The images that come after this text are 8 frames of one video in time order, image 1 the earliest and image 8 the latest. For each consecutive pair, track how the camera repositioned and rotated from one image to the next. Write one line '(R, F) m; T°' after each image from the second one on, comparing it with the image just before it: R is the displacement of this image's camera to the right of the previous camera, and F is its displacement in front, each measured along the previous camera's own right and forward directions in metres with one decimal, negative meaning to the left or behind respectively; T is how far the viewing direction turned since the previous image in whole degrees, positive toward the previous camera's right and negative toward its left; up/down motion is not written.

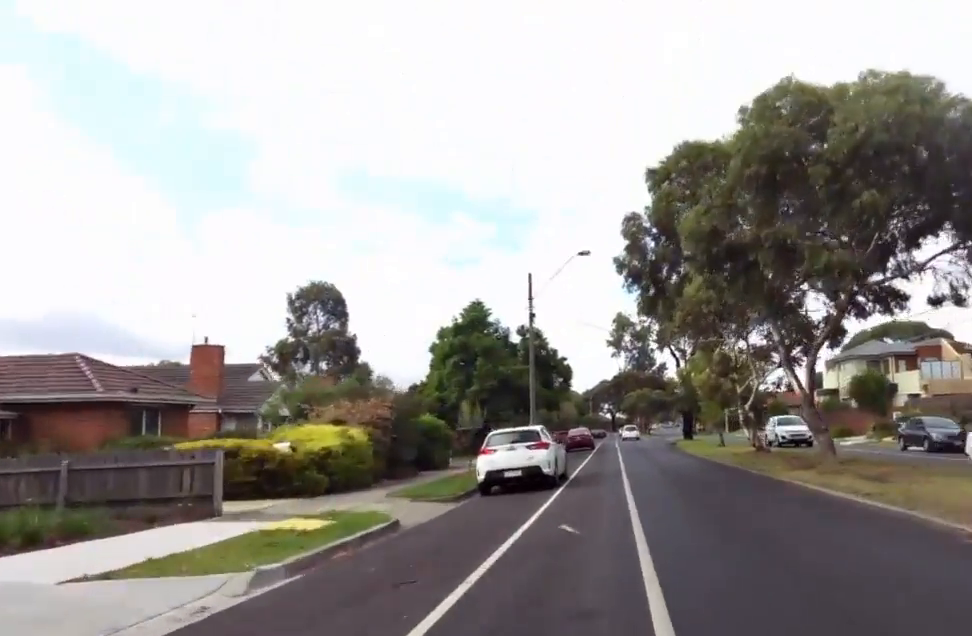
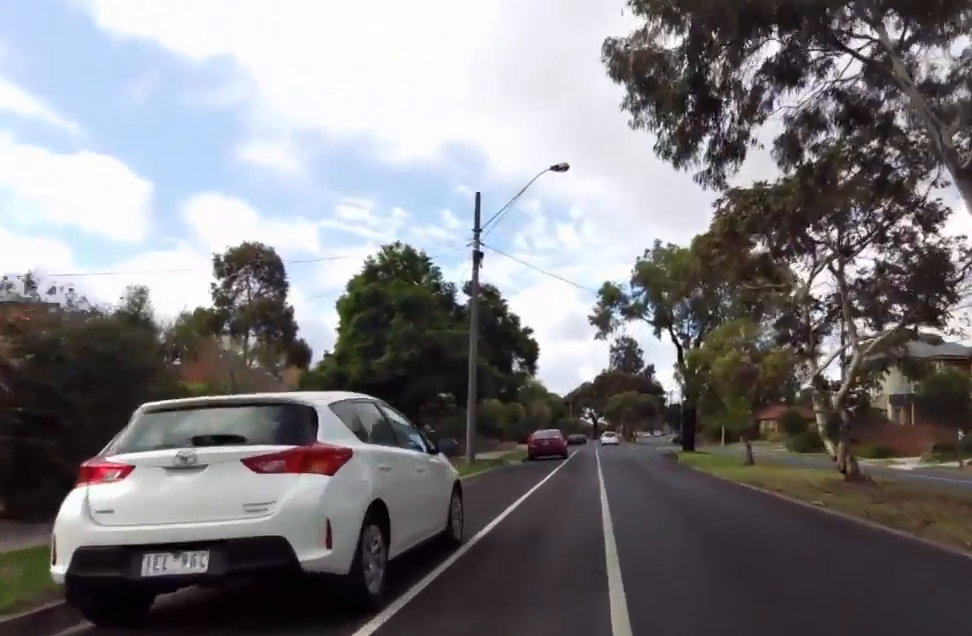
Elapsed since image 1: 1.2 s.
(+0.4, +12.5) m; +1°
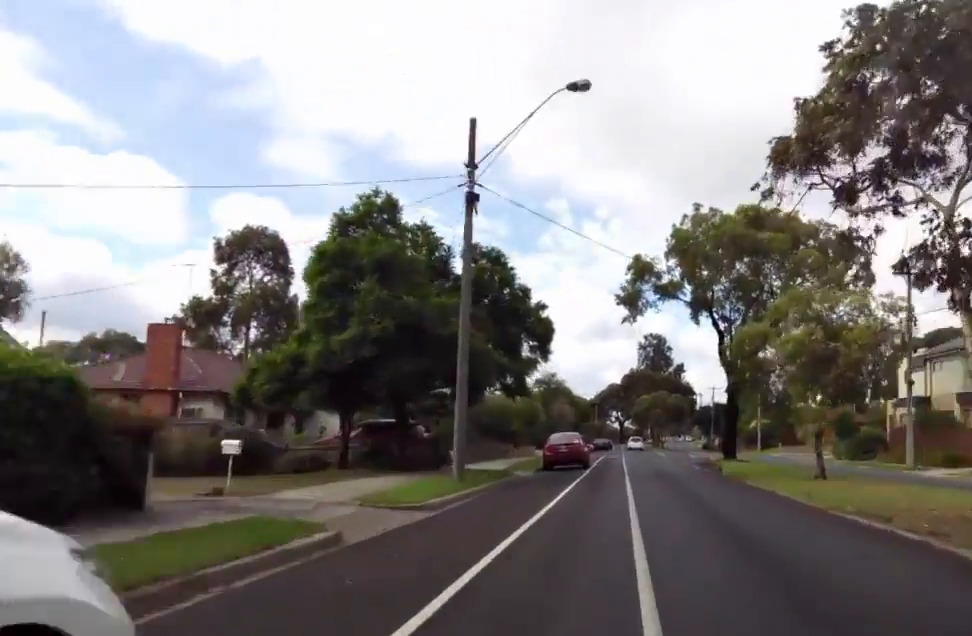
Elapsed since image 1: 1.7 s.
(0.0, +6.1) m; -1°
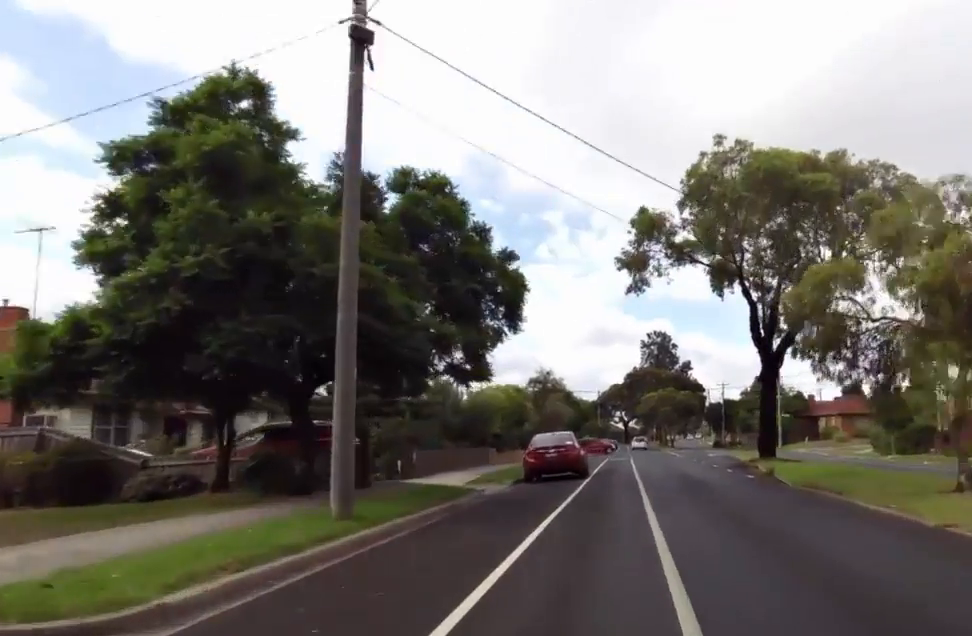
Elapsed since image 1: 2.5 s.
(-0.1, +8.5) m; 0°
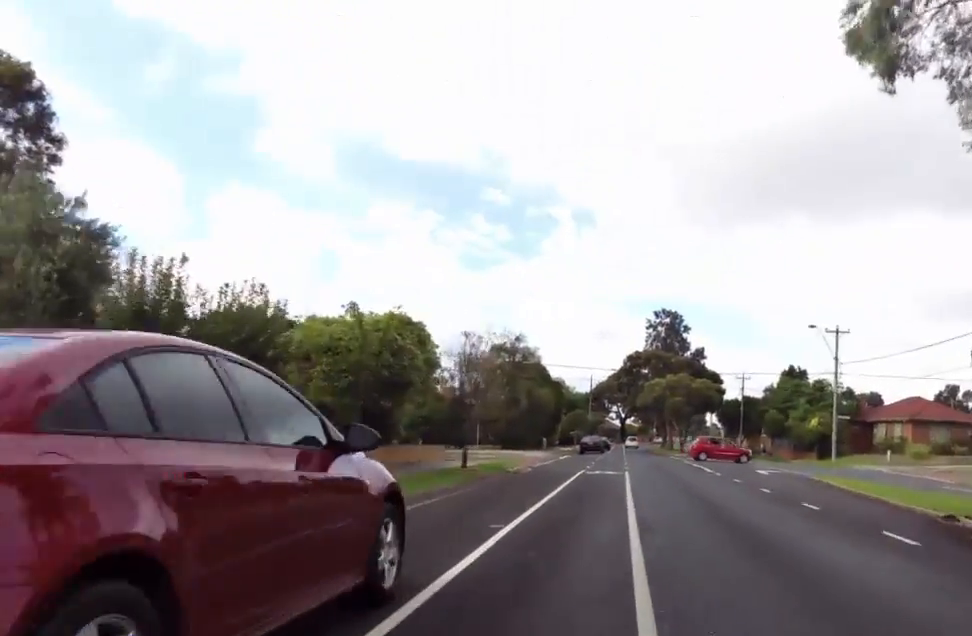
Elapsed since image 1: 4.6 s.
(+0.4, +20.9) m; +2°
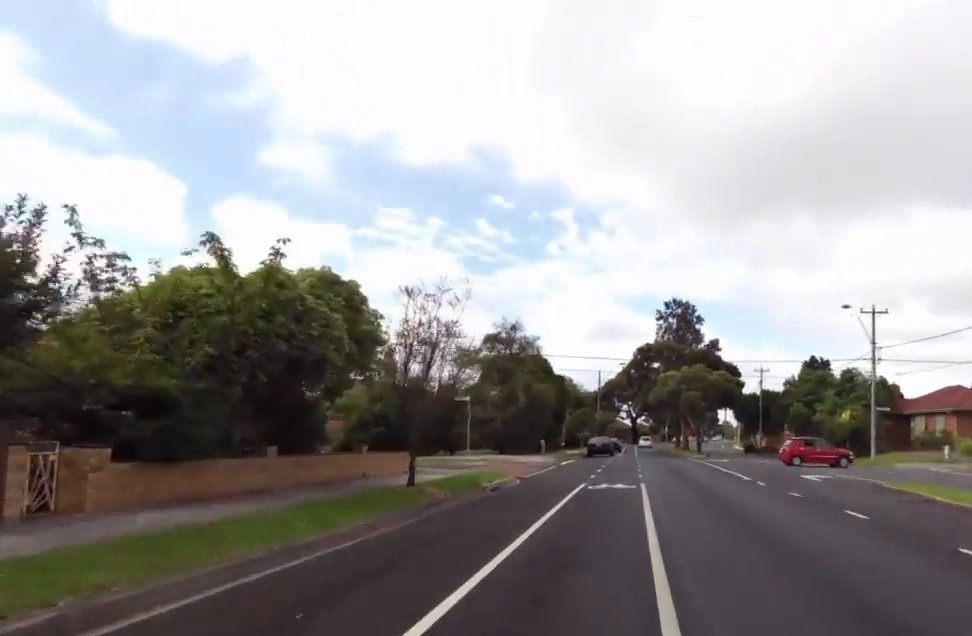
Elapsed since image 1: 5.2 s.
(0.0, +6.1) m; 0°
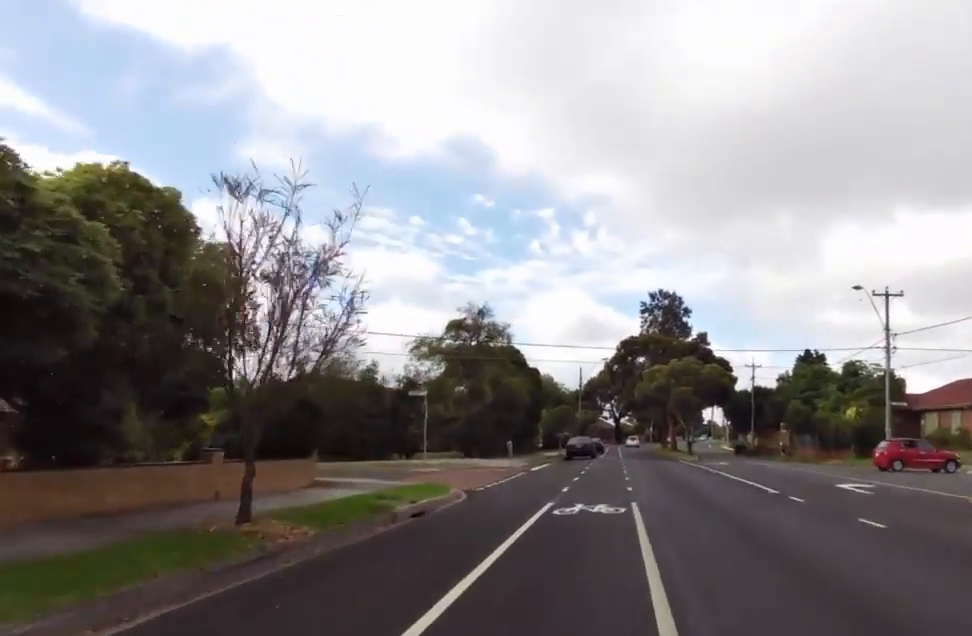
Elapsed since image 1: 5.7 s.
(0.0, +5.9) m; -1°
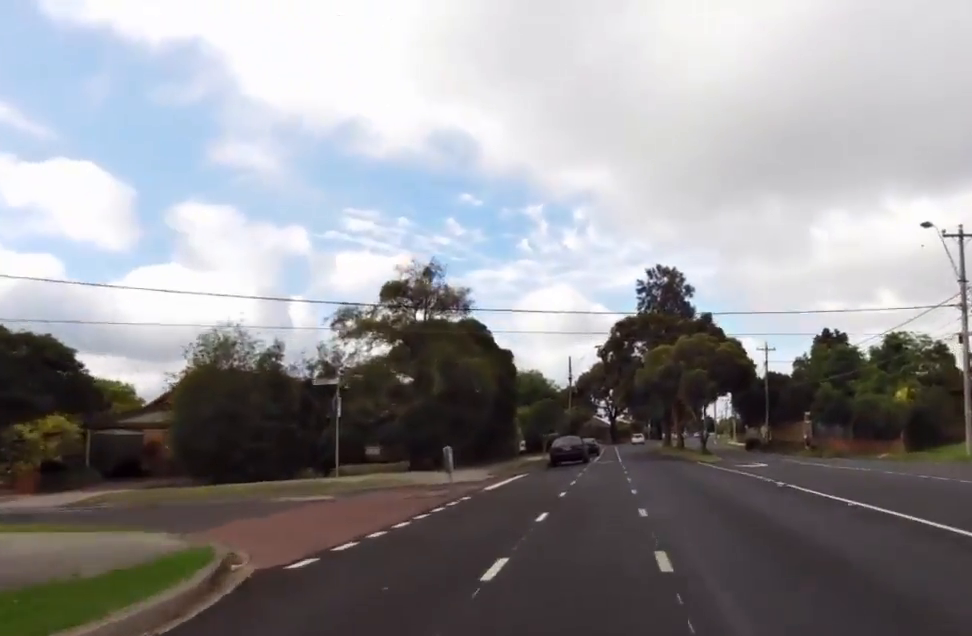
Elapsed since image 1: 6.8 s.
(-0.2, +10.9) m; 0°
